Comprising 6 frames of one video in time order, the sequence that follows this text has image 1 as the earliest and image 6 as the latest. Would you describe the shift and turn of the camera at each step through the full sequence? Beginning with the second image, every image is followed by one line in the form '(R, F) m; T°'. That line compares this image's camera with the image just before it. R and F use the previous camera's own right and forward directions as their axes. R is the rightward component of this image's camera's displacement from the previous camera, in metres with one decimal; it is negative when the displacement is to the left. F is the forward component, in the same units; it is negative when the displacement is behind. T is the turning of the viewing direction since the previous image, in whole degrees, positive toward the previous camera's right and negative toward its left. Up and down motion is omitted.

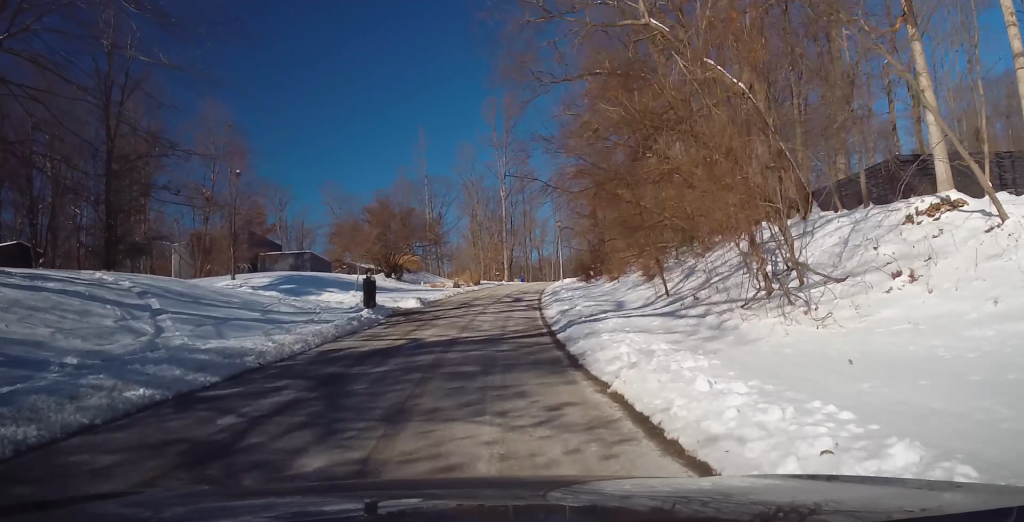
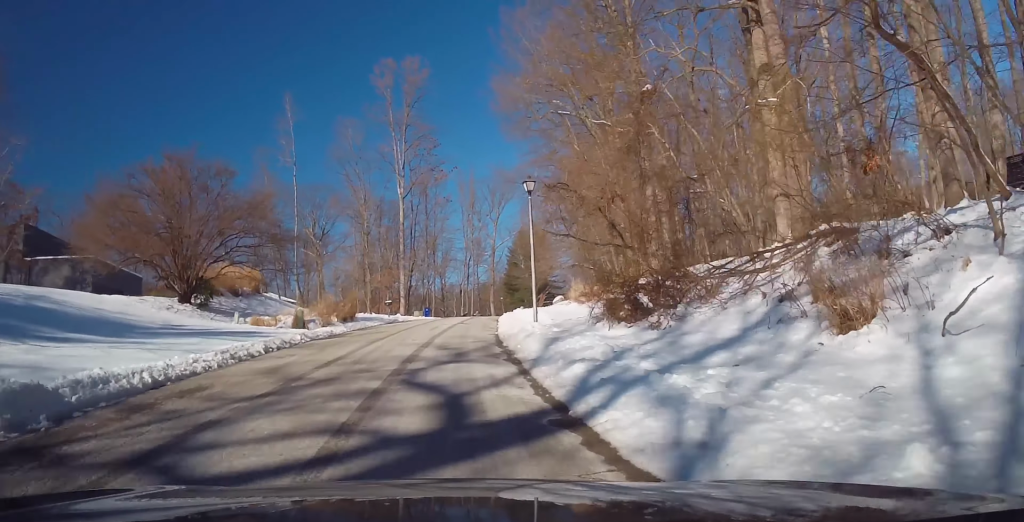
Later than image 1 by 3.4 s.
(+1.1, +26.2) m; +5°
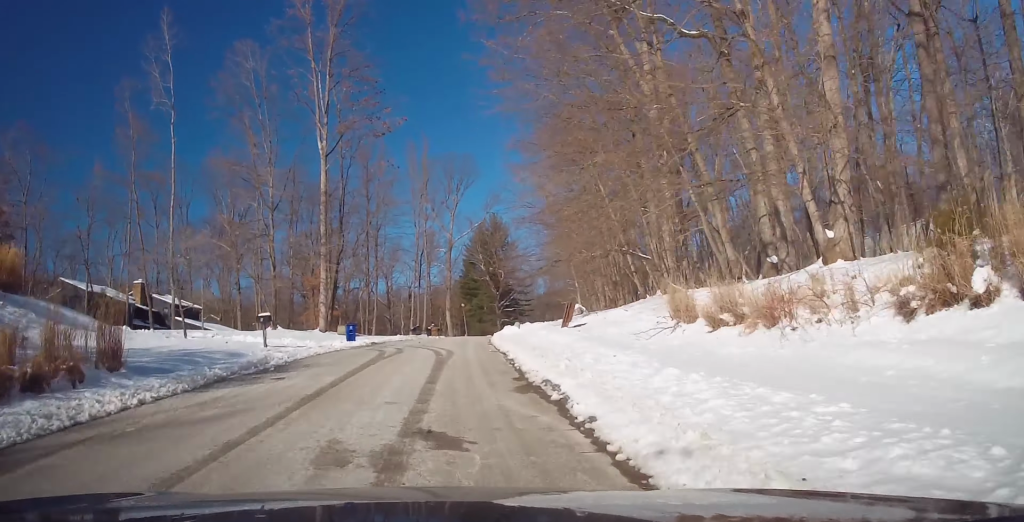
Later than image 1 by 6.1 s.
(+0.6, +21.2) m; +4°
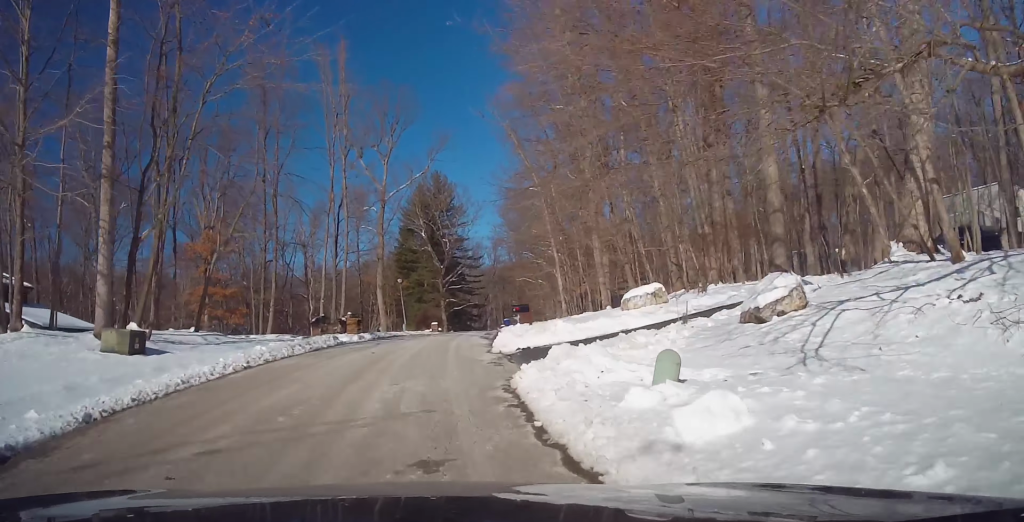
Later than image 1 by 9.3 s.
(+0.9, +24.6) m; +5°
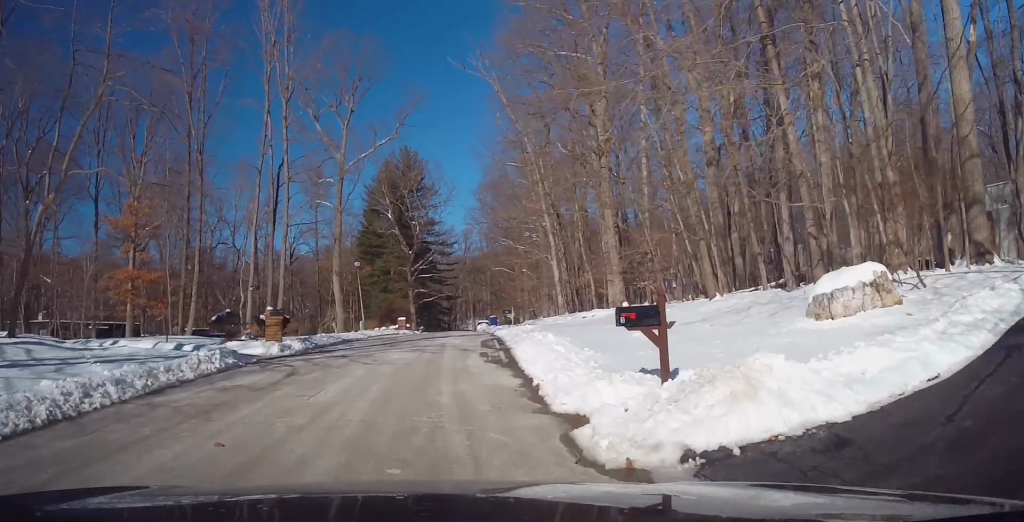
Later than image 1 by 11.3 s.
(+0.7, +14.0) m; +3°
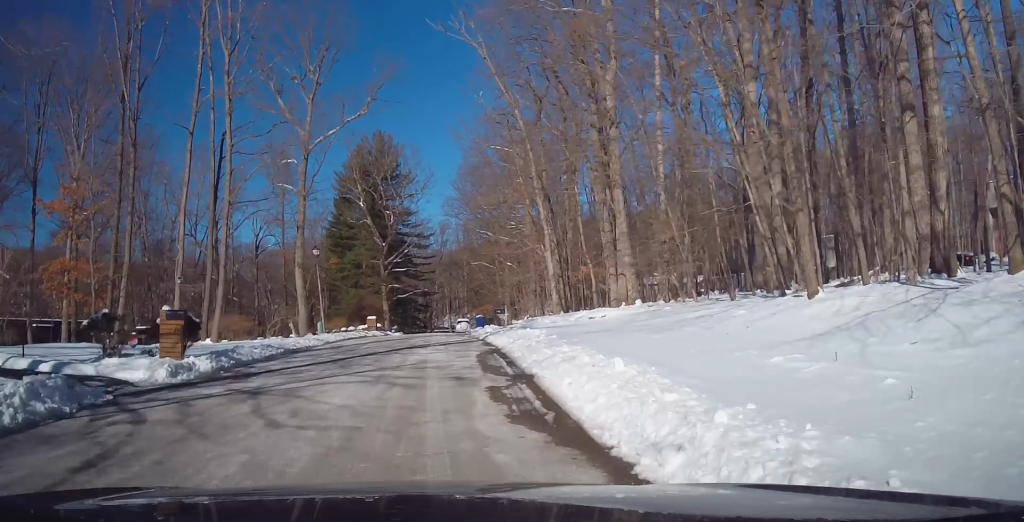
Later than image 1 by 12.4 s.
(+0.1, +8.2) m; +1°
